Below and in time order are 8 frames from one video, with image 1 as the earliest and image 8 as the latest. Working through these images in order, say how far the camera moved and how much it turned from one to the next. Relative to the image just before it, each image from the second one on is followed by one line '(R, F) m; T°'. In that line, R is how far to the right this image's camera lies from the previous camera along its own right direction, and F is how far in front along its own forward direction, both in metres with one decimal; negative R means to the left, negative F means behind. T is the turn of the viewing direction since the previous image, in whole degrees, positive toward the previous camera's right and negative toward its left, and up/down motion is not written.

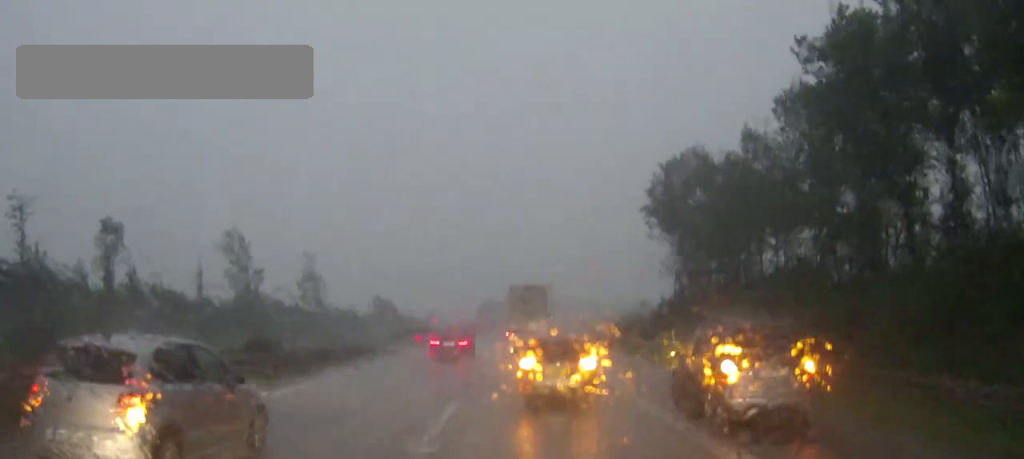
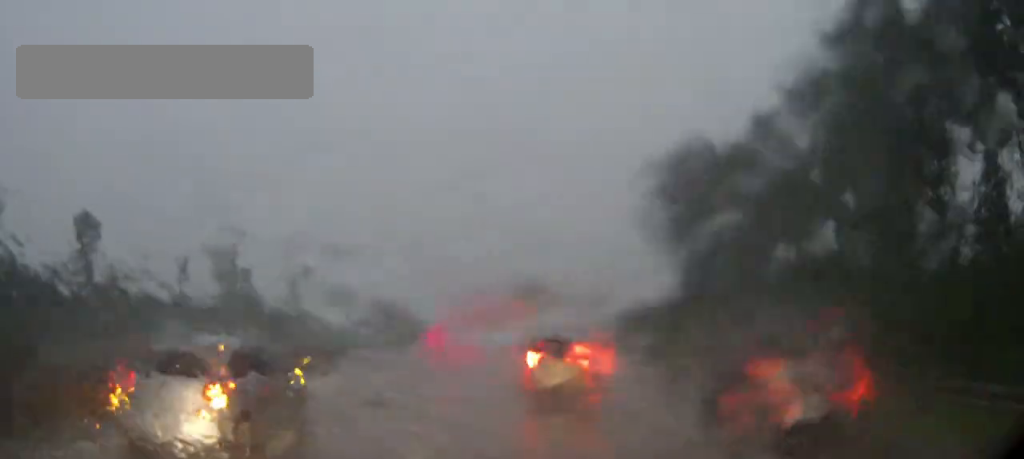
(0.0, +3.8) m; +1°
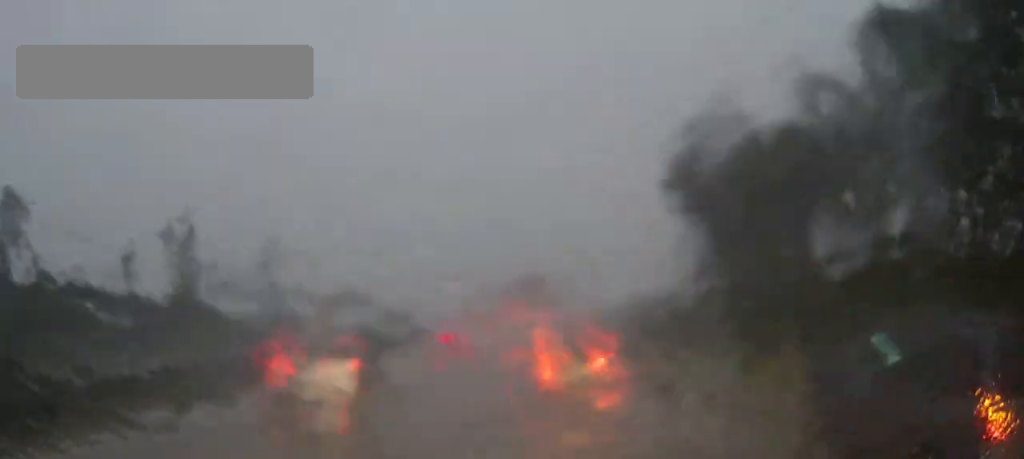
(+0.1, +11.1) m; +1°
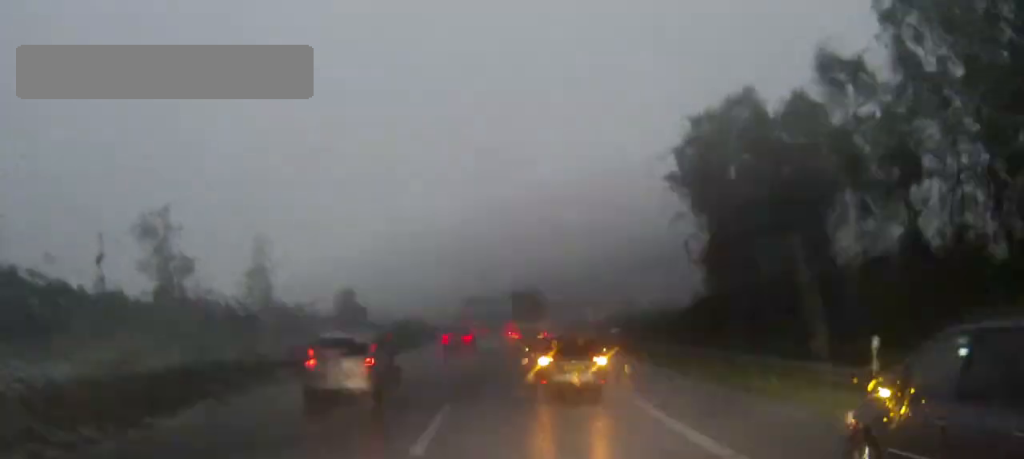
(0.0, +4.4) m; +1°
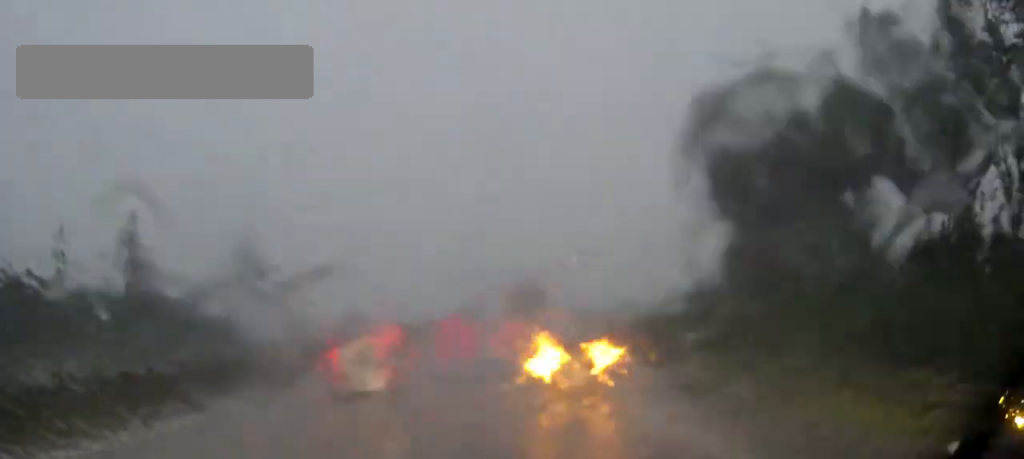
(+0.1, +5.4) m; +1°
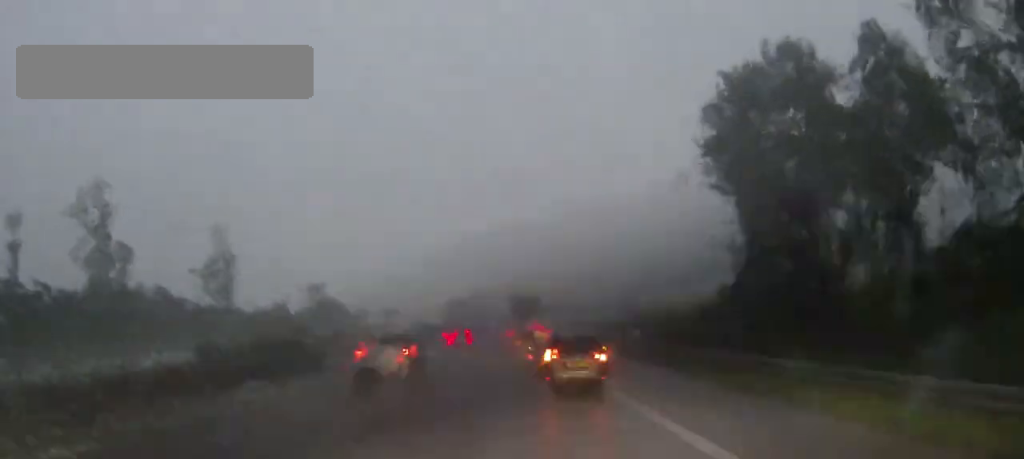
(+0.1, +6.1) m; +1°
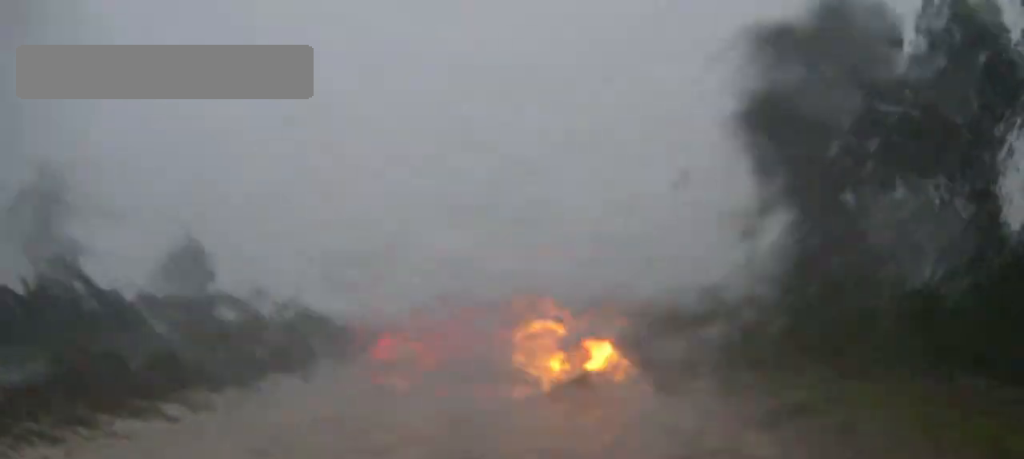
(0.0, +7.5) m; -1°
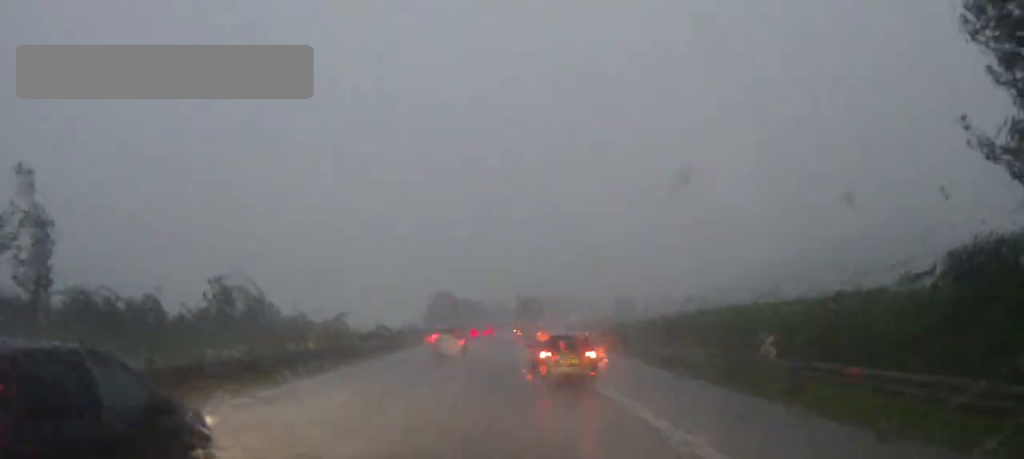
(-0.4, +28.0) m; 0°
